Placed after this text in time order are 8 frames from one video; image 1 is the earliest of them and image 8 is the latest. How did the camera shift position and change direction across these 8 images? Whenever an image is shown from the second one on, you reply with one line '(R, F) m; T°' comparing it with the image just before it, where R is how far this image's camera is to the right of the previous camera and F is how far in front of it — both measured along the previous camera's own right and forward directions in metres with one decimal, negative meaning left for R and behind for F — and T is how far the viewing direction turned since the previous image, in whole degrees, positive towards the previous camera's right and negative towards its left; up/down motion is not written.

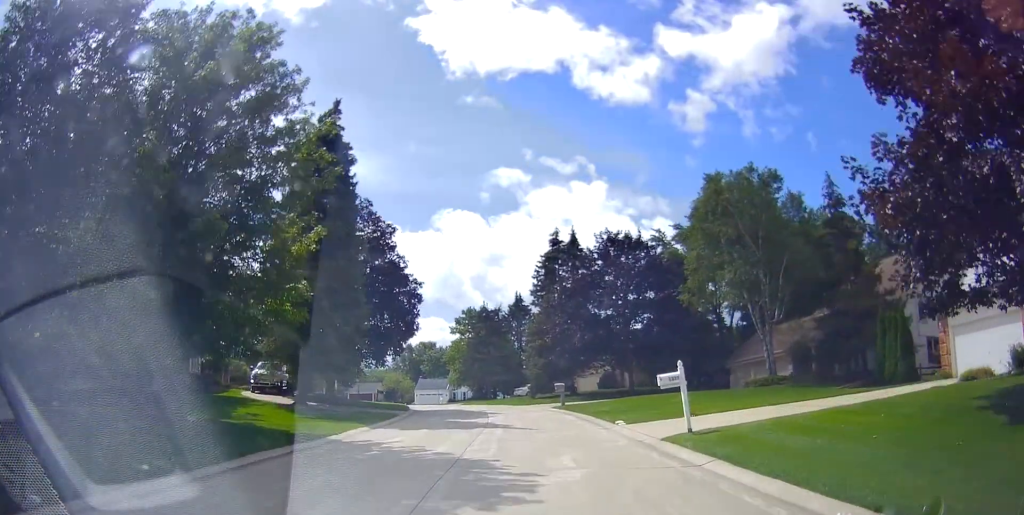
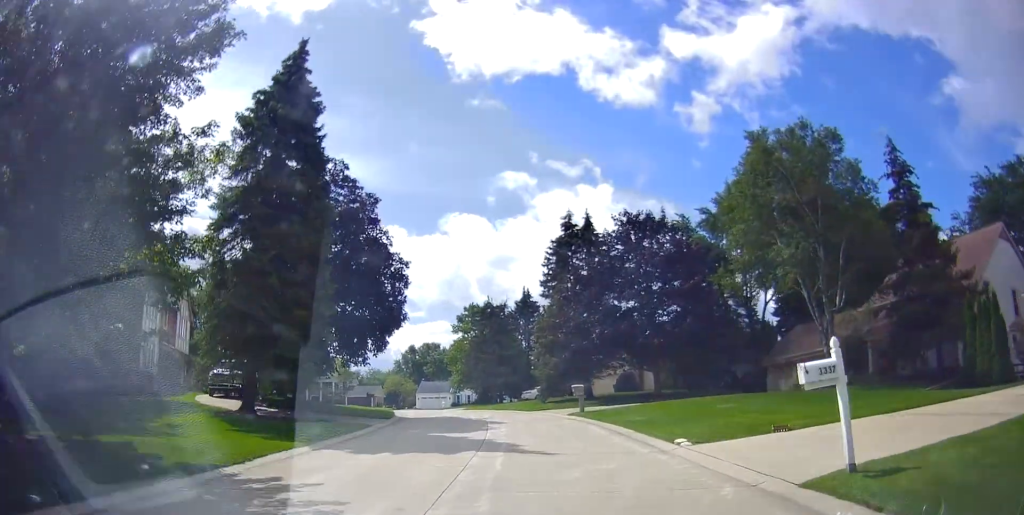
(0.0, +5.5) m; 0°
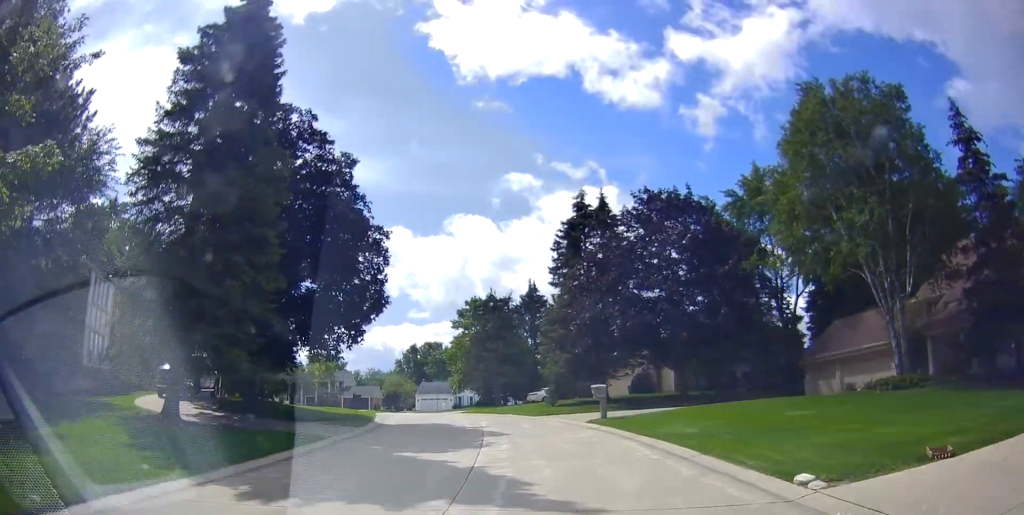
(0.0, +5.1) m; 0°
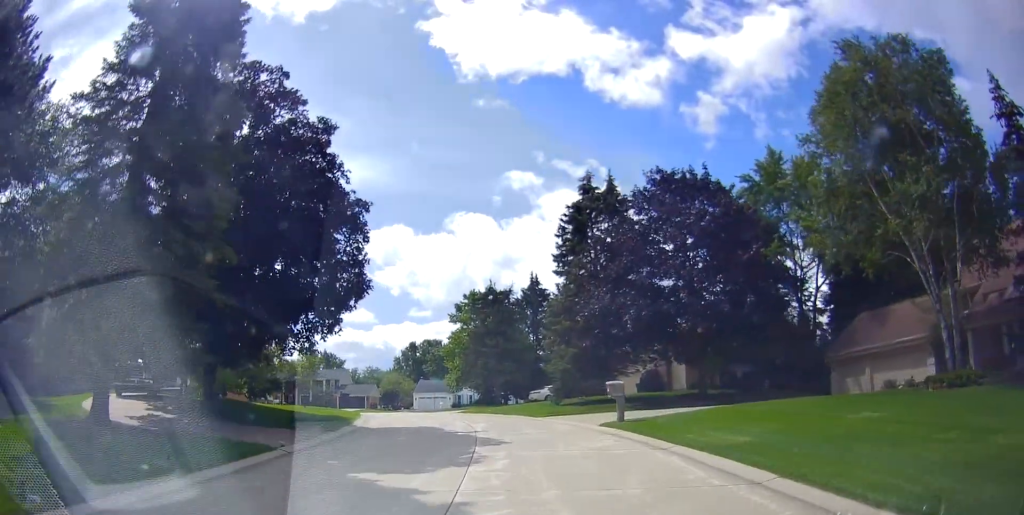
(0.0, +3.2) m; 0°
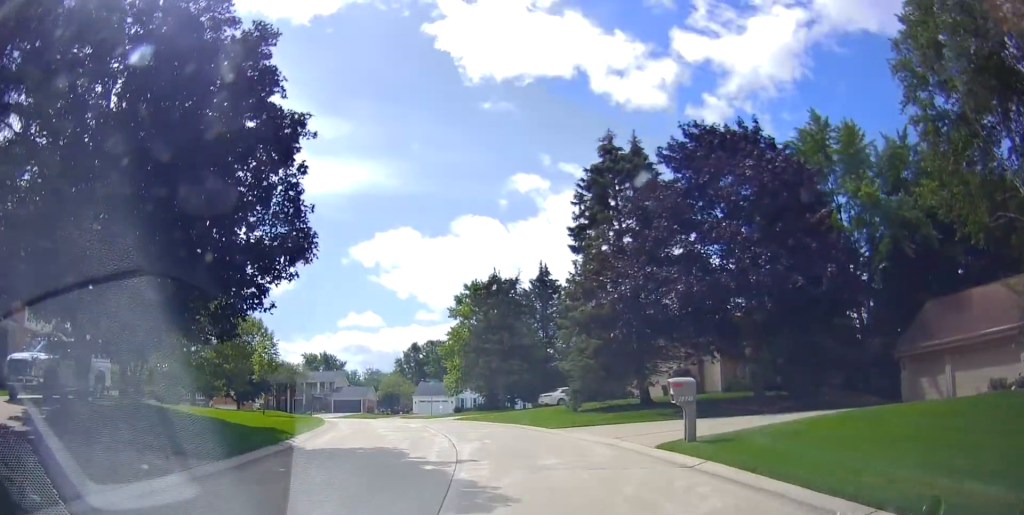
(0.0, +6.5) m; -1°
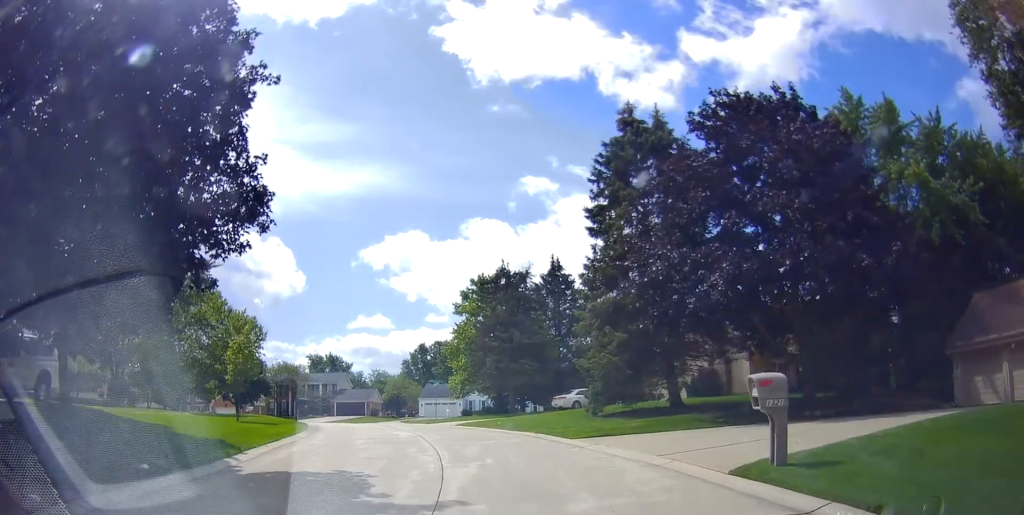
(0.0, +3.8) m; -1°
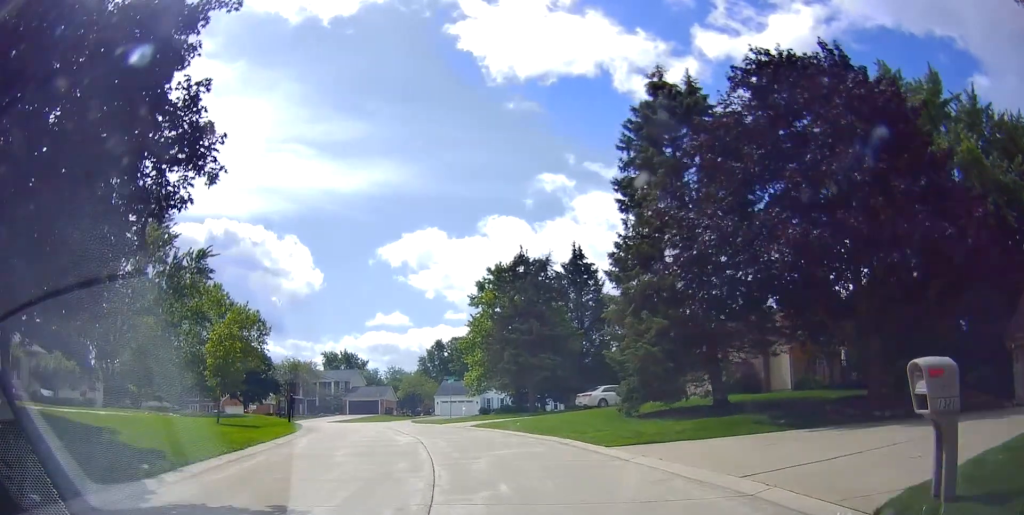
(0.0, +3.5) m; -1°
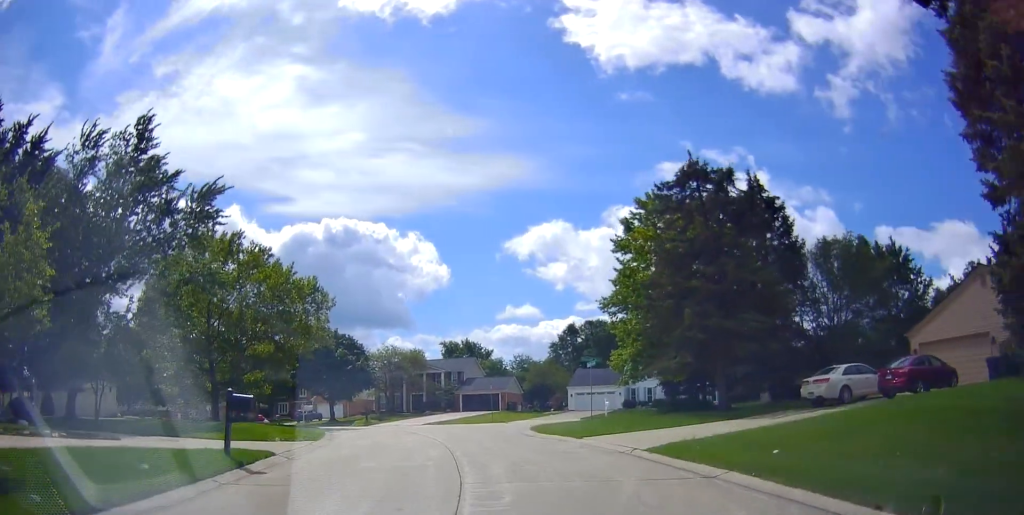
(0.0, +19.4) m; -3°
